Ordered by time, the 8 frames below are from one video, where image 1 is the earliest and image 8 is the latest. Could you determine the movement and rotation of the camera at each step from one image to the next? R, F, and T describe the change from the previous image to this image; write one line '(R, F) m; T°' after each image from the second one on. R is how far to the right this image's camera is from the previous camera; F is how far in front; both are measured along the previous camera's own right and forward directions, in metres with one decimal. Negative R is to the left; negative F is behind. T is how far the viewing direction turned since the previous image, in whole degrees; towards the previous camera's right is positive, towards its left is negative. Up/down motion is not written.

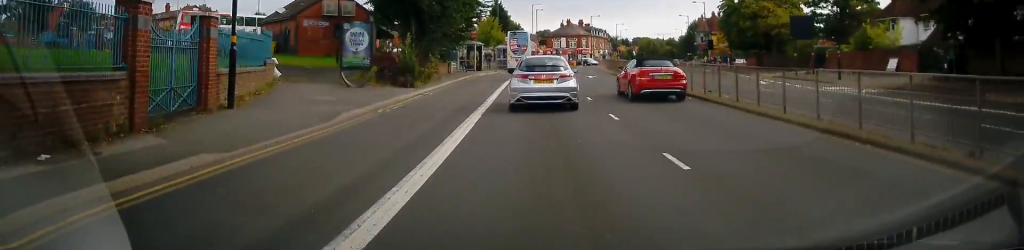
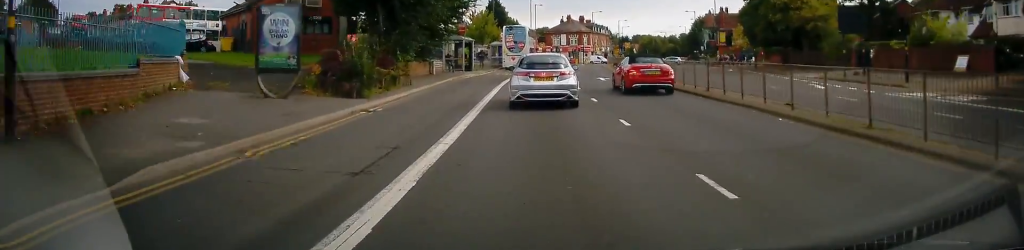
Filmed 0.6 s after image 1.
(-0.1, +7.5) m; -1°
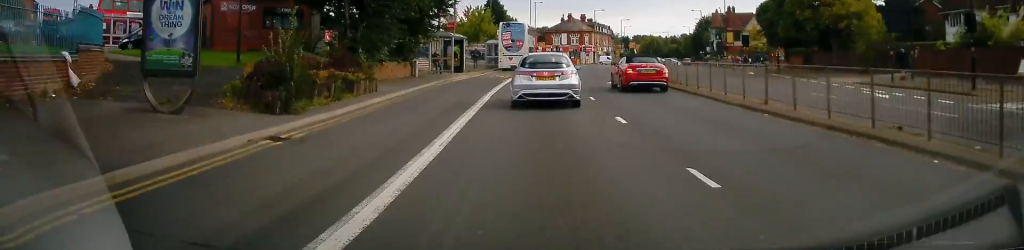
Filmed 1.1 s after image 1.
(0.0, +5.5) m; 0°
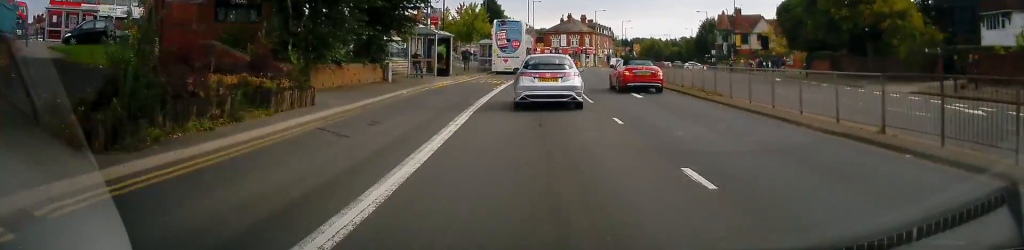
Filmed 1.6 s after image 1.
(0.0, +5.9) m; 0°
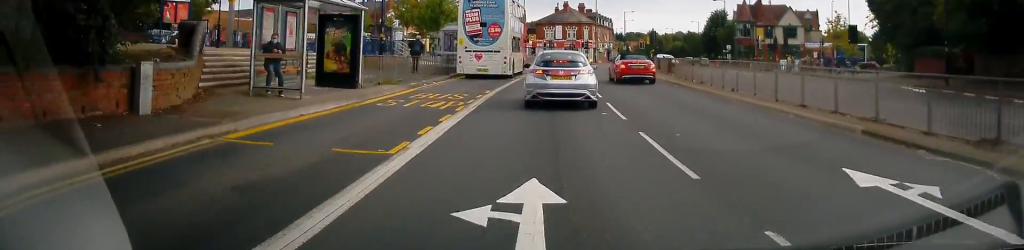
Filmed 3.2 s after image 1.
(-0.1, +18.1) m; 0°
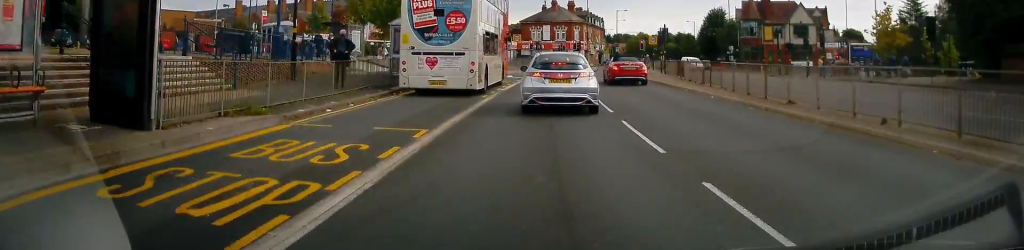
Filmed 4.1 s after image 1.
(+0.2, +10.1) m; +2°
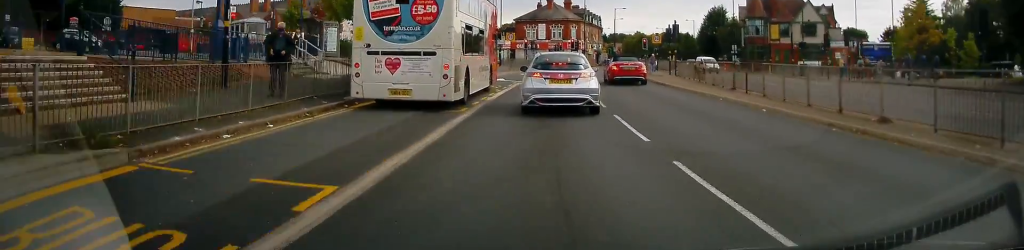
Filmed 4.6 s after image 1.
(+0.1, +4.9) m; +1°
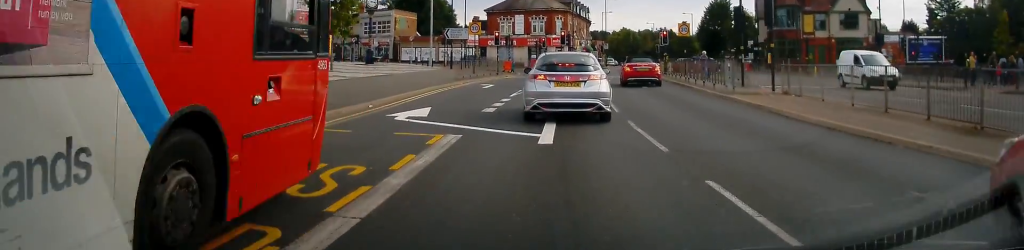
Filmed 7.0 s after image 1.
(+0.6, +19.2) m; +1°
